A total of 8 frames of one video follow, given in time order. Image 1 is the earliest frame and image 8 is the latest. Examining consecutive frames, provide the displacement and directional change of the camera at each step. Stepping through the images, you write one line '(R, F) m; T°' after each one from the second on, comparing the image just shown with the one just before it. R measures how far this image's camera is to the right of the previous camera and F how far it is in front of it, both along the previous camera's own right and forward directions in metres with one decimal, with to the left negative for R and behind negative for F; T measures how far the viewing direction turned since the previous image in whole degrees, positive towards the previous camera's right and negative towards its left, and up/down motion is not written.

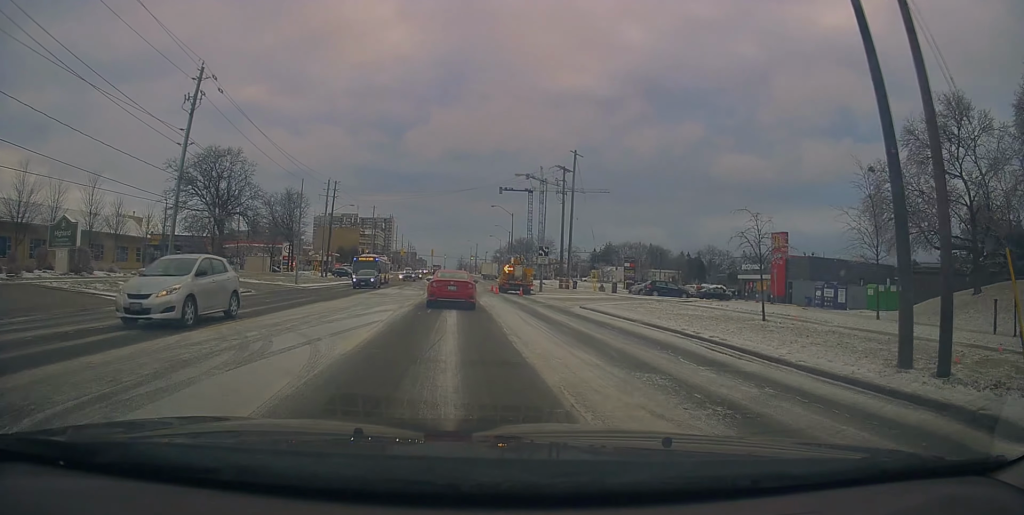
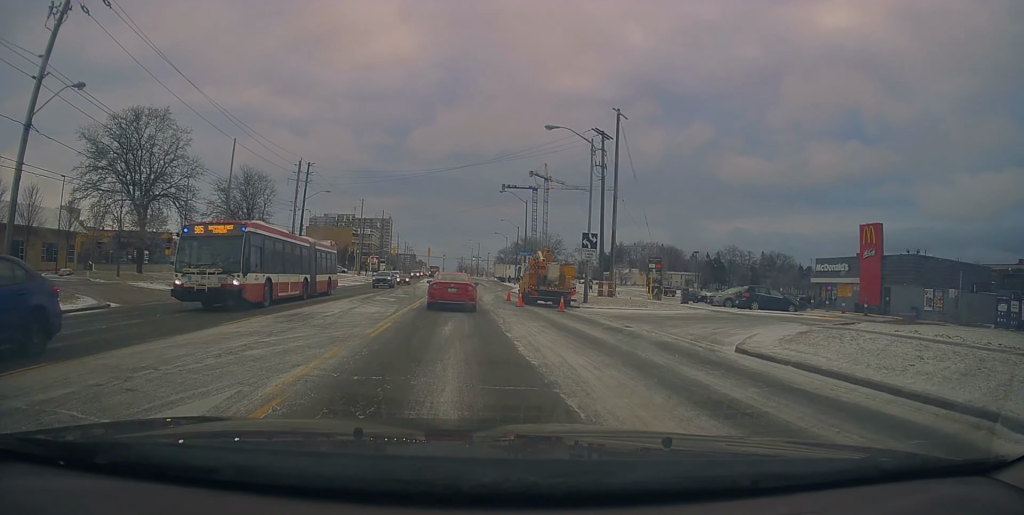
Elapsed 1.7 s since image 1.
(+1.2, +17.0) m; +1°
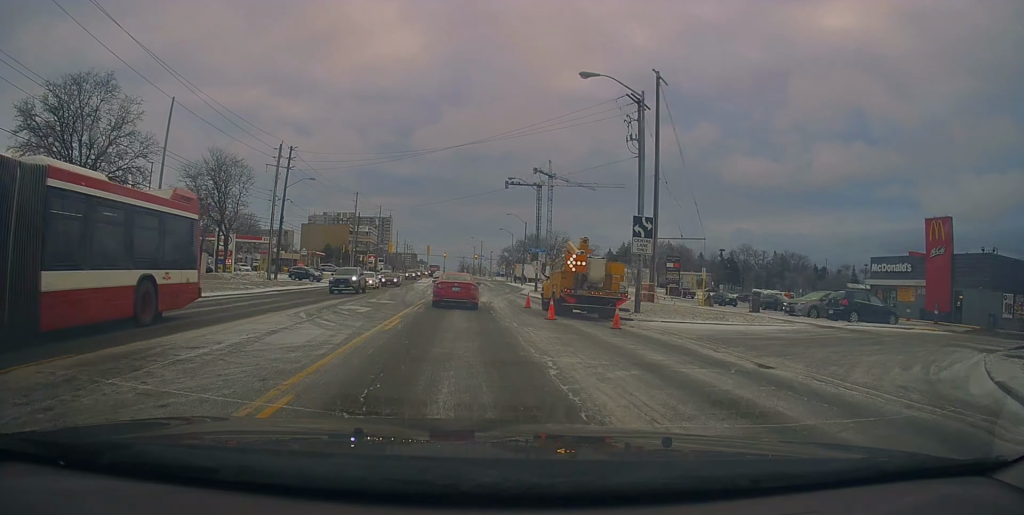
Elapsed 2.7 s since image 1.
(-0.6, +9.3) m; -2°
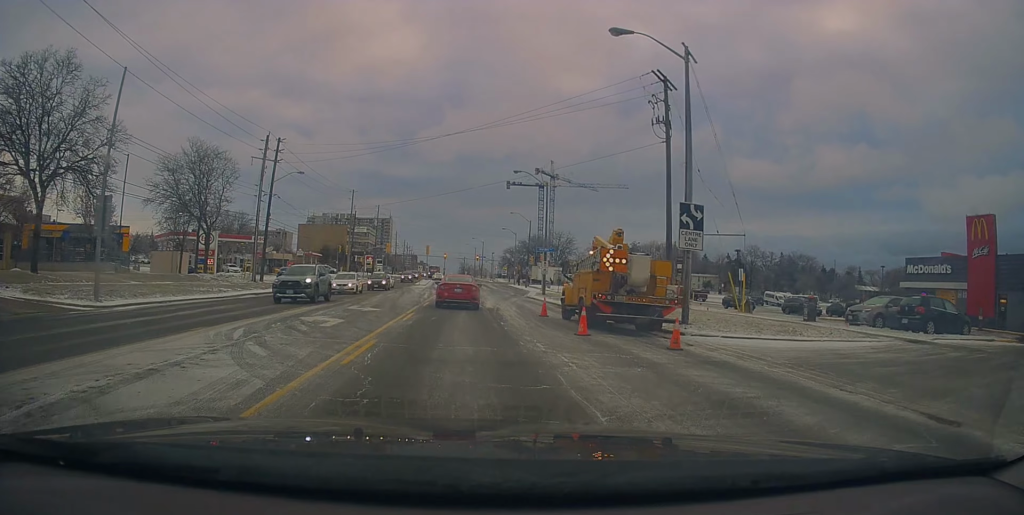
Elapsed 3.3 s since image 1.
(+0.1, +5.0) m; 0°
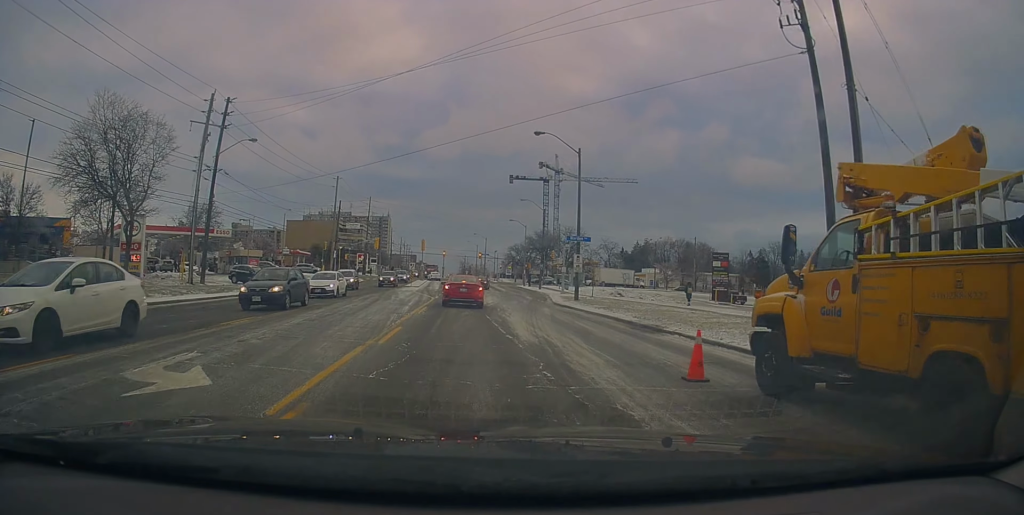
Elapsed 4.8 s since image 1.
(-0.2, +13.7) m; 0°
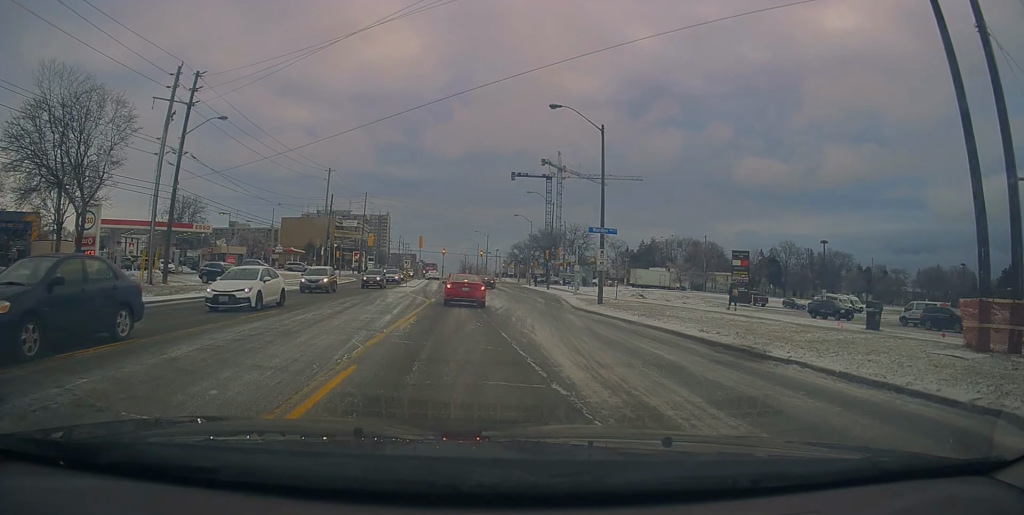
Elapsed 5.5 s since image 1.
(+0.3, +6.1) m; 0°
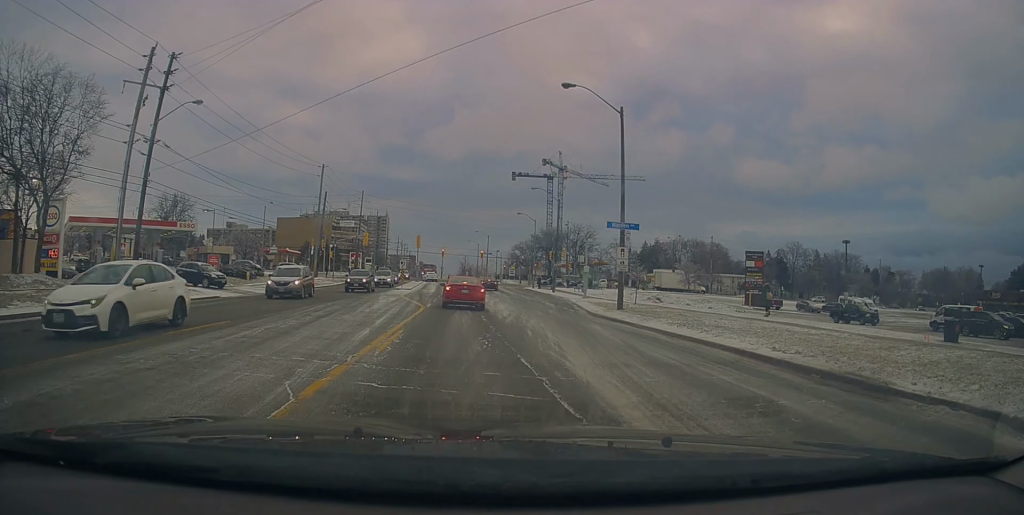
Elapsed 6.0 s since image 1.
(0.0, +4.0) m; 0°
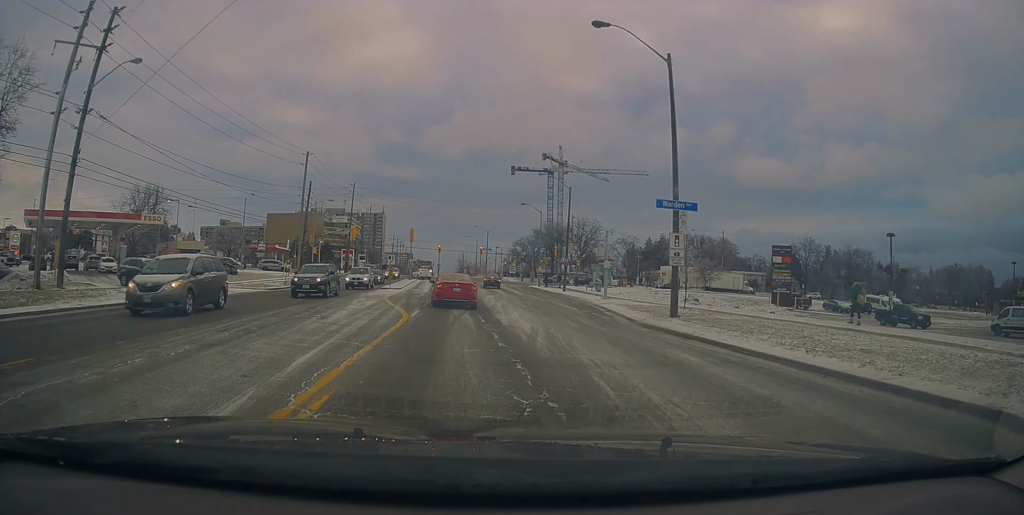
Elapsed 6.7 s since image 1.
(-0.2, +7.3) m; 0°
